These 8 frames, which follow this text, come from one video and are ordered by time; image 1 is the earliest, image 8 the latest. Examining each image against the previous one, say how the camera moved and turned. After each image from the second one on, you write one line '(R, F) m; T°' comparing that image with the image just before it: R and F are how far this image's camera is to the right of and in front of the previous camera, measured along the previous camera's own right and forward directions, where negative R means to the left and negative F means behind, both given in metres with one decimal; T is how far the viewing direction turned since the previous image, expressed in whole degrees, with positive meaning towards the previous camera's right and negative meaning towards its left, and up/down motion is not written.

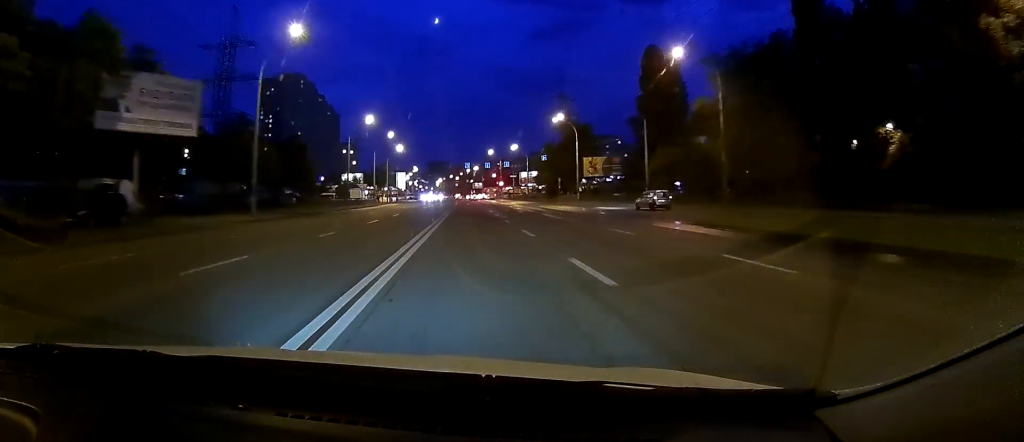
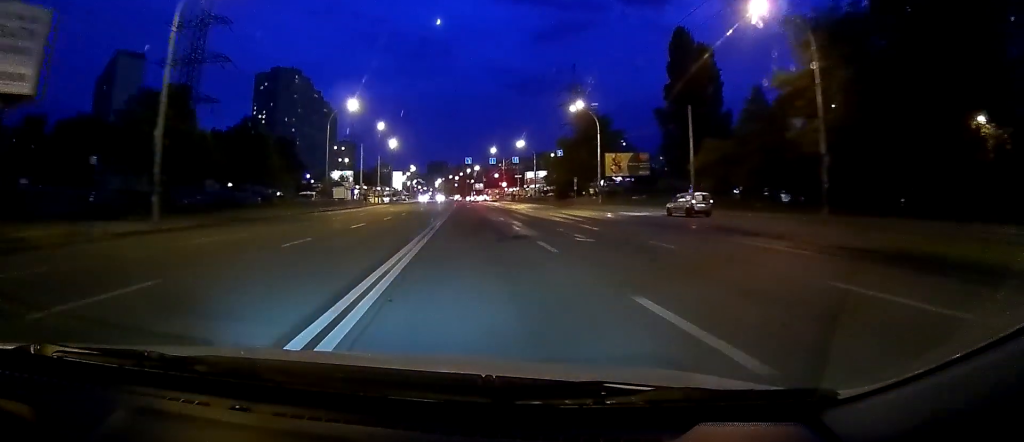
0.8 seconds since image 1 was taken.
(-0.1, +12.9) m; -1°
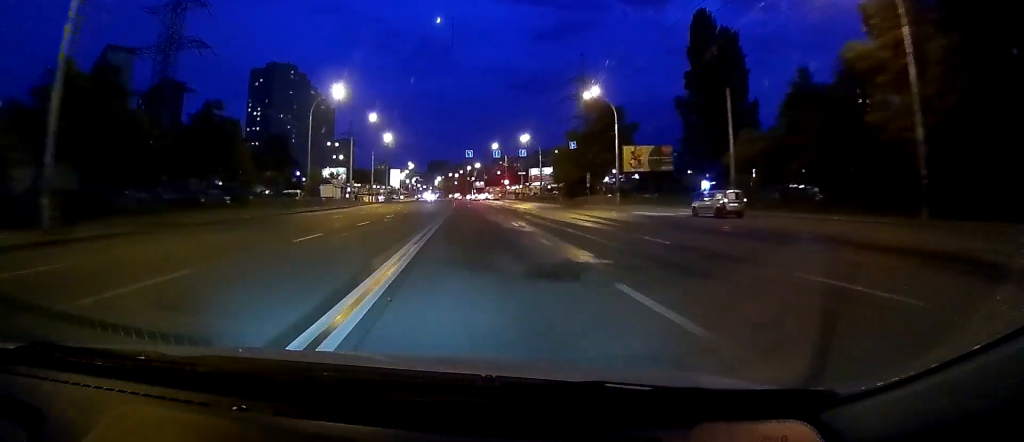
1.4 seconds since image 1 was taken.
(0.0, +8.0) m; 0°
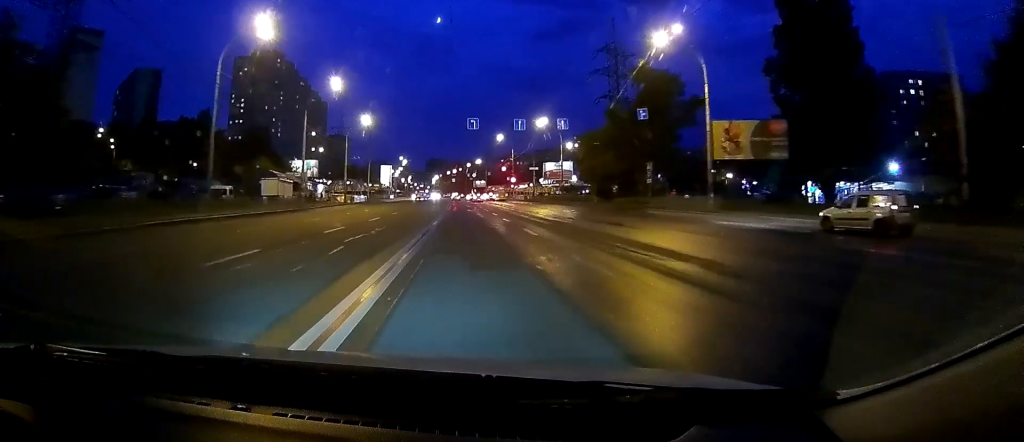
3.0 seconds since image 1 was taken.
(-0.1, +23.5) m; +1°
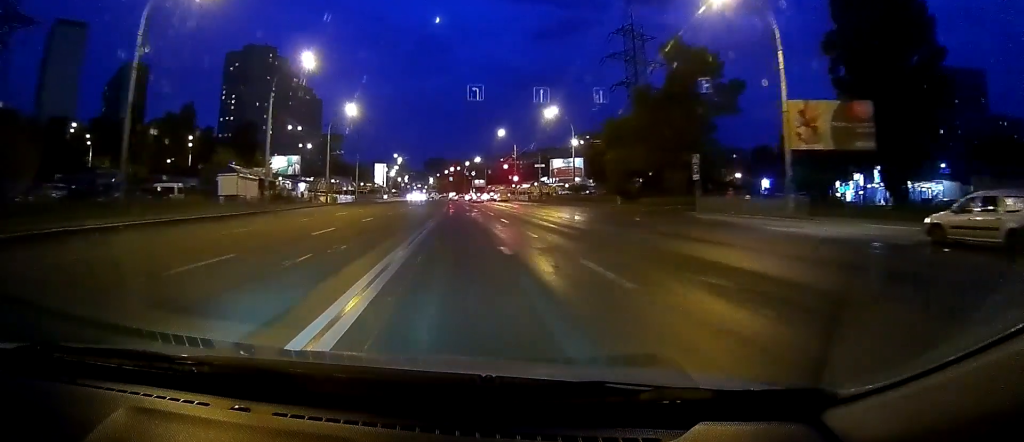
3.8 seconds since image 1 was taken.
(+0.1, +10.1) m; +1°
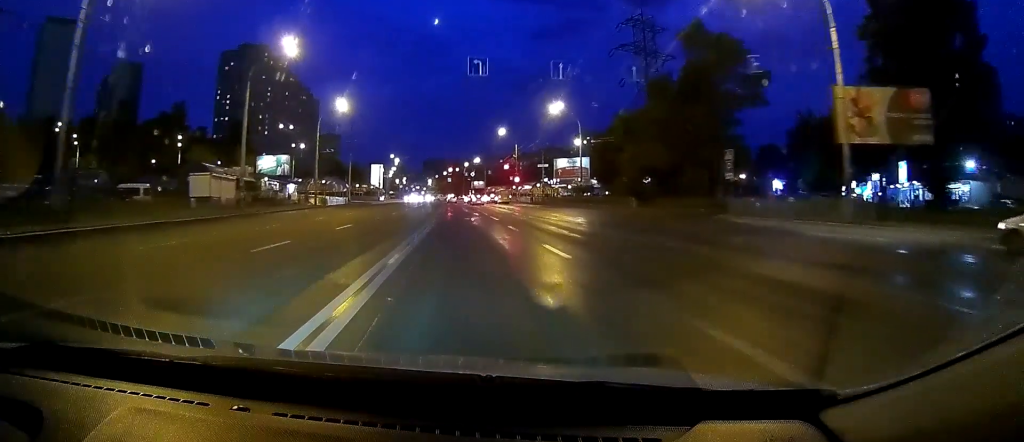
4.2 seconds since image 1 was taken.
(+0.1, +5.1) m; 0°
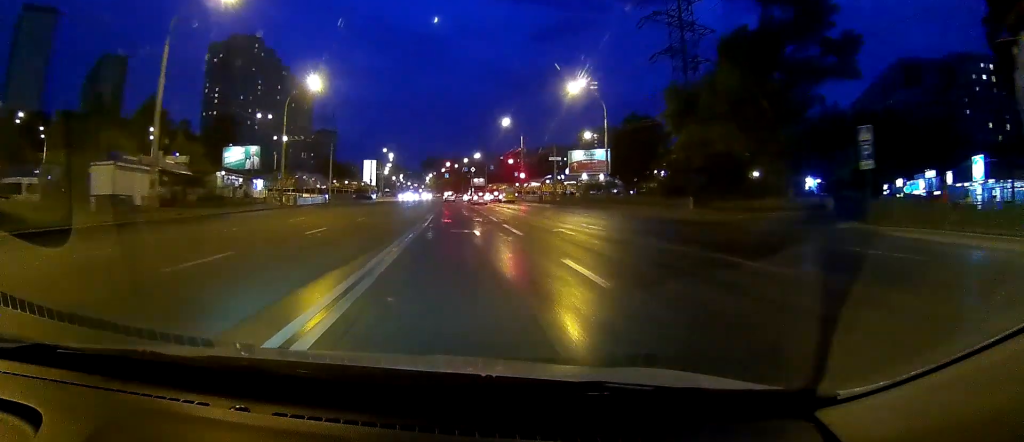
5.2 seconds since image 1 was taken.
(-0.2, +12.7) m; -1°
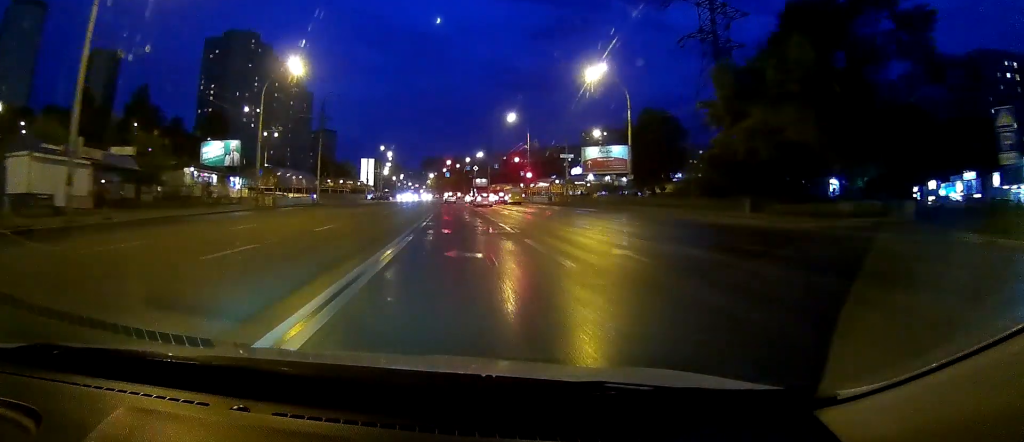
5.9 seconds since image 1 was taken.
(0.0, +7.4) m; 0°
